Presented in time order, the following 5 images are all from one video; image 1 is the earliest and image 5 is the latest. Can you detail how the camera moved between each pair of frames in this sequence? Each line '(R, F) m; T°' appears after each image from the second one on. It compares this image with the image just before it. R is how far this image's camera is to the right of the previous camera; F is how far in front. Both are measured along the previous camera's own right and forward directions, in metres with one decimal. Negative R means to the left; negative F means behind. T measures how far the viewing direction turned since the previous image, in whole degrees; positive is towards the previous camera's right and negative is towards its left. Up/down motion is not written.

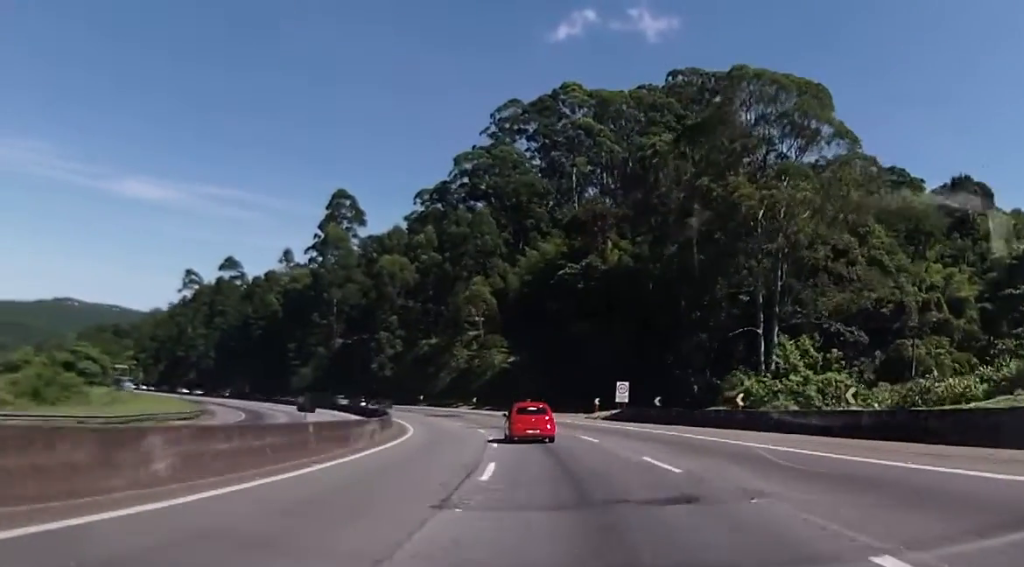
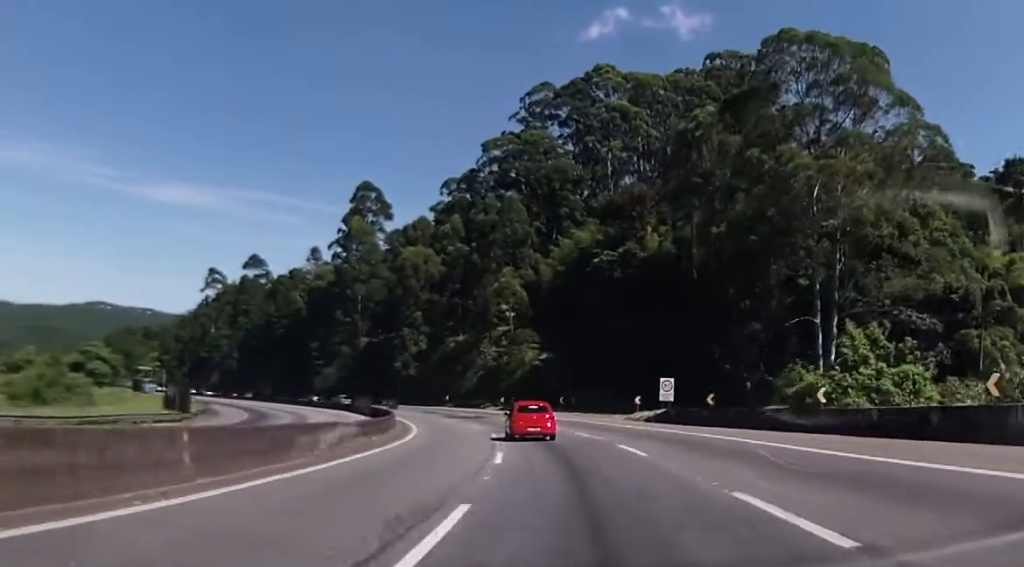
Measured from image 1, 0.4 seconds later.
(+0.1, +7.6) m; -4°
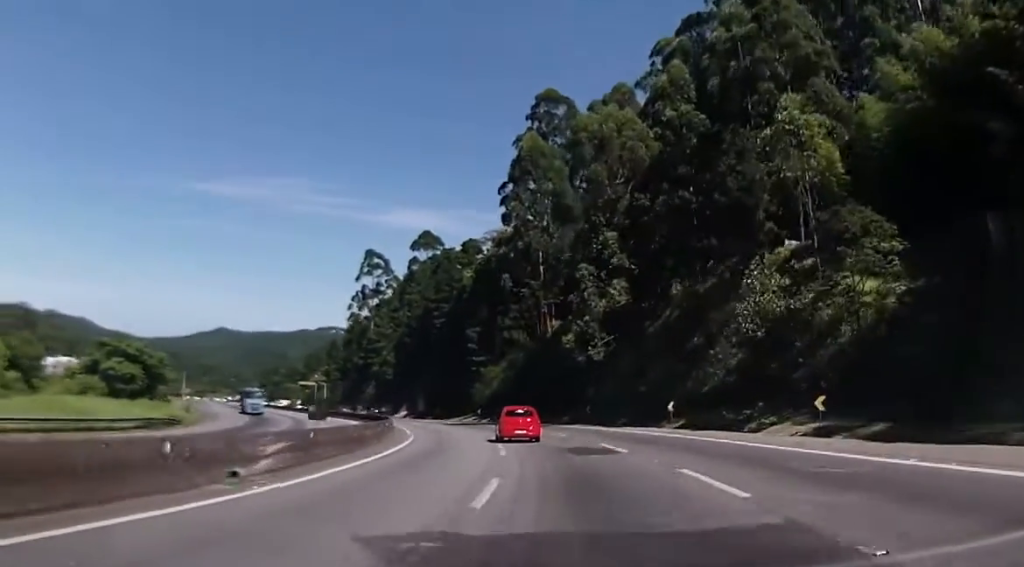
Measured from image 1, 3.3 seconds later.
(-11.5, +55.6) m; -20°
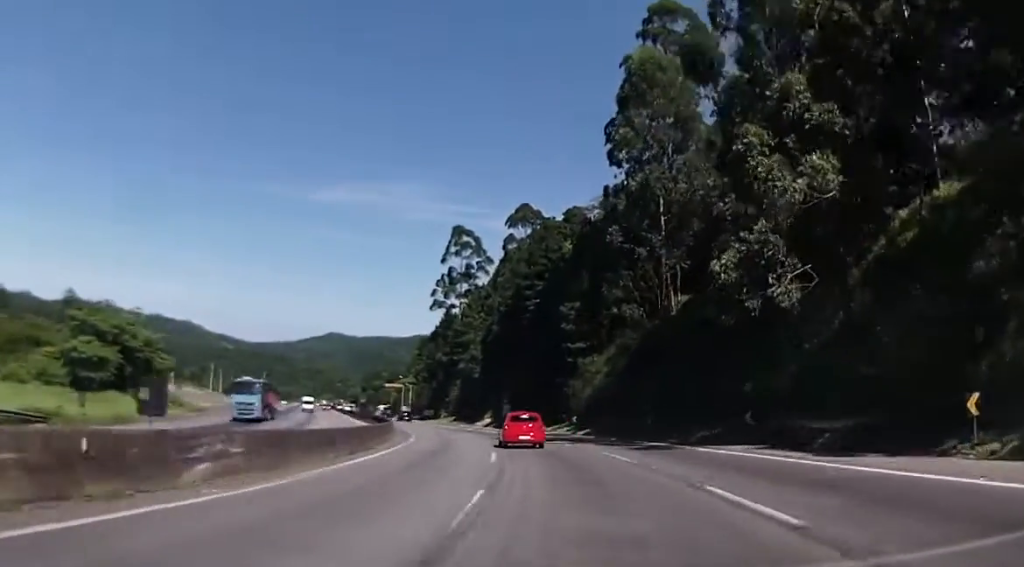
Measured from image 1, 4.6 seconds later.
(-1.5, +26.6) m; -7°
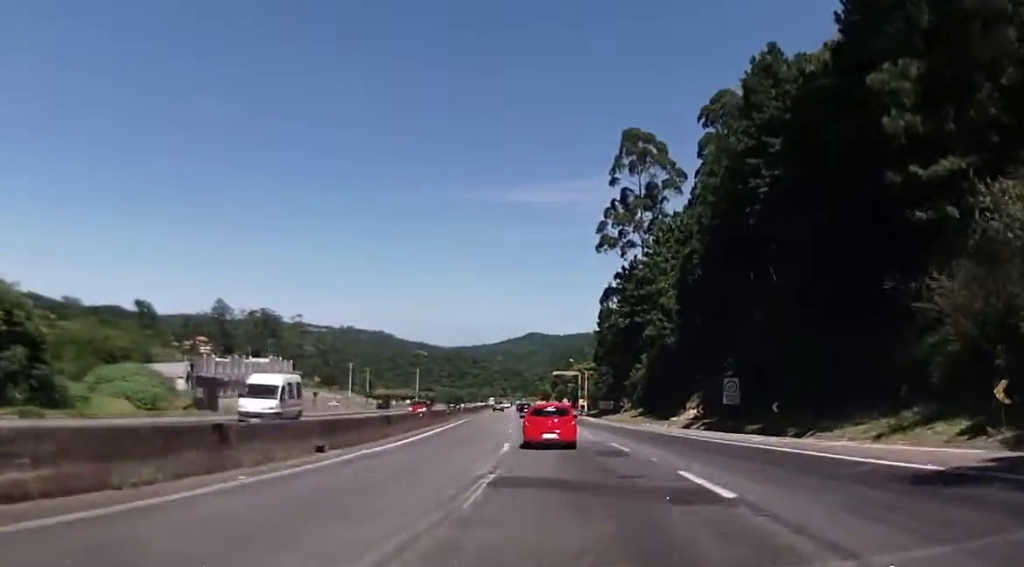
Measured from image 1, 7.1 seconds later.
(-7.3, +47.9) m; -16°
